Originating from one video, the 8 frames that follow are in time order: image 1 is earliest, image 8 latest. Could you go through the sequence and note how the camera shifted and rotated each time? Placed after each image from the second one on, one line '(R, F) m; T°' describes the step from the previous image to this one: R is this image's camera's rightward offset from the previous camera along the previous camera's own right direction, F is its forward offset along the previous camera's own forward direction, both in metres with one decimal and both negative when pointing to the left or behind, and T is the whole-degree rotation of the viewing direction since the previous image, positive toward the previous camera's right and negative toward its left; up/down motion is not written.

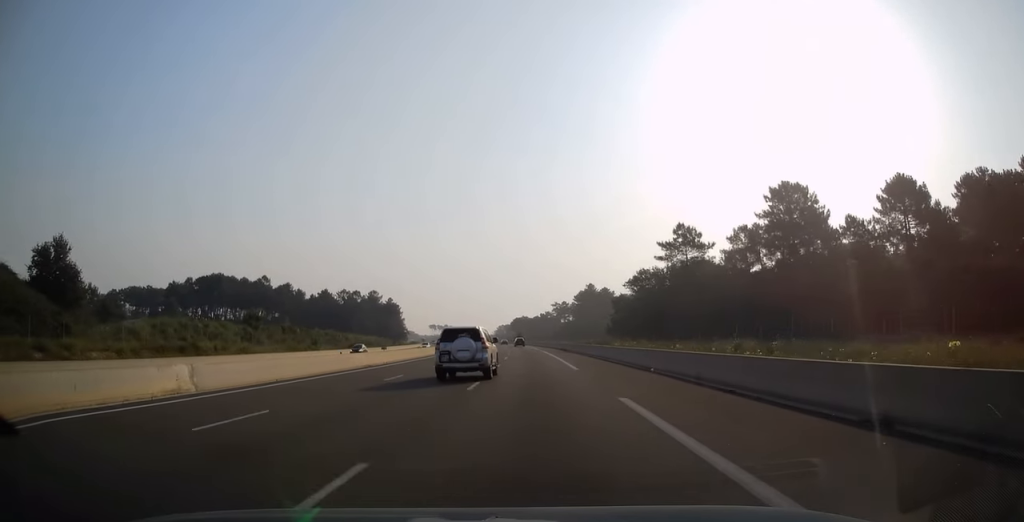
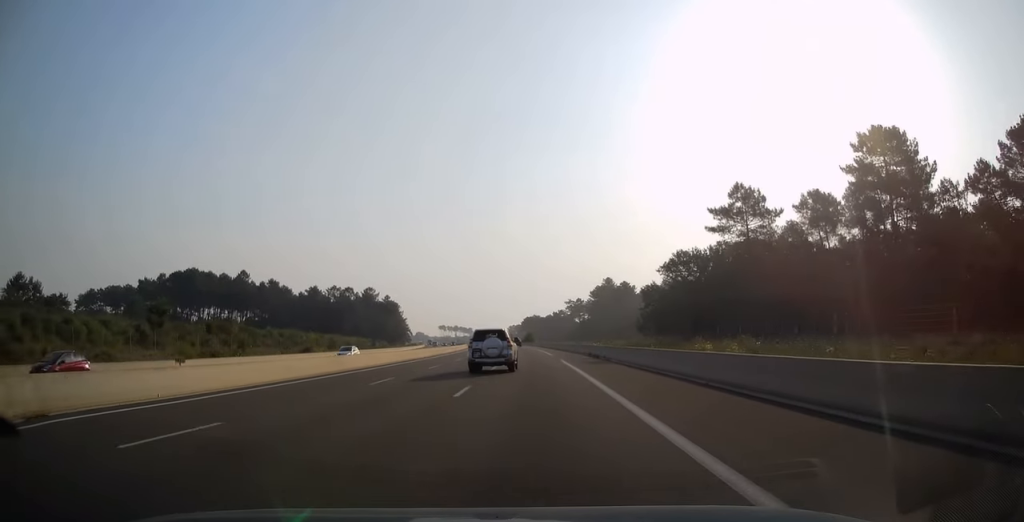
(-0.2, +28.1) m; -1°
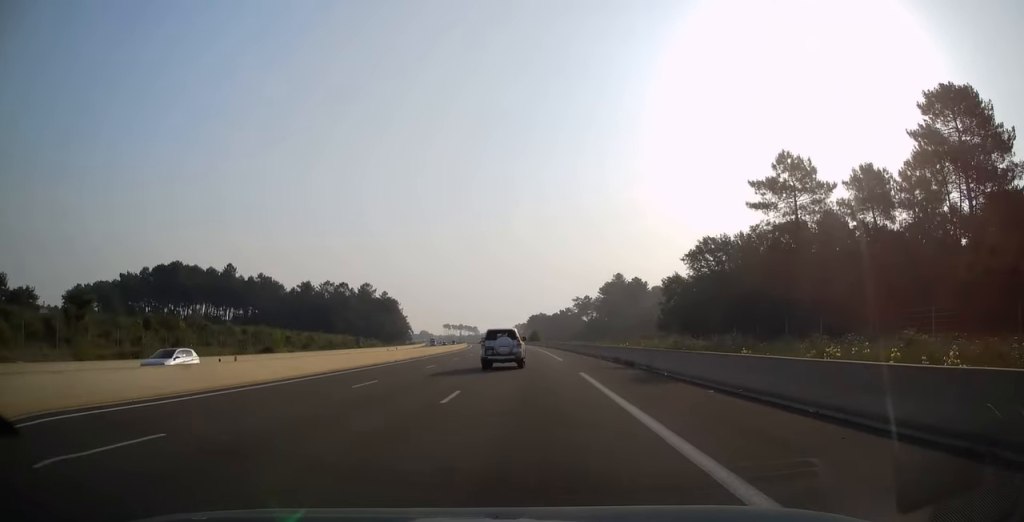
(-0.2, +14.8) m; -1°
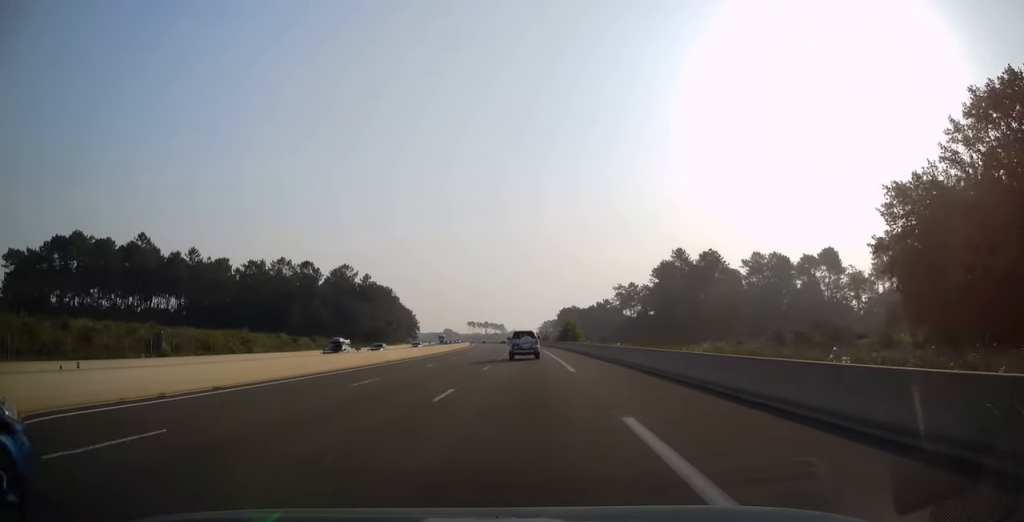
(-0.8, +65.0) m; -2°
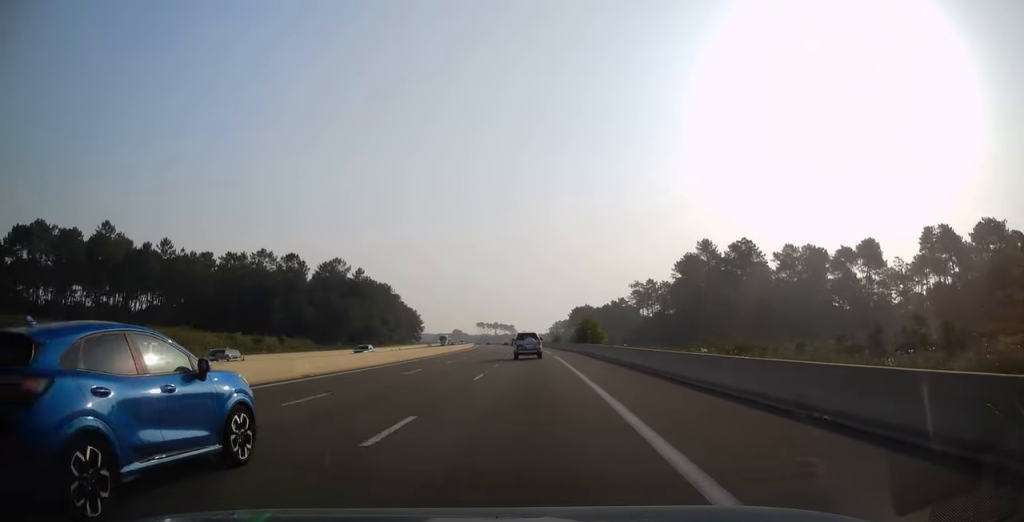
(-0.2, +18.7) m; -1°
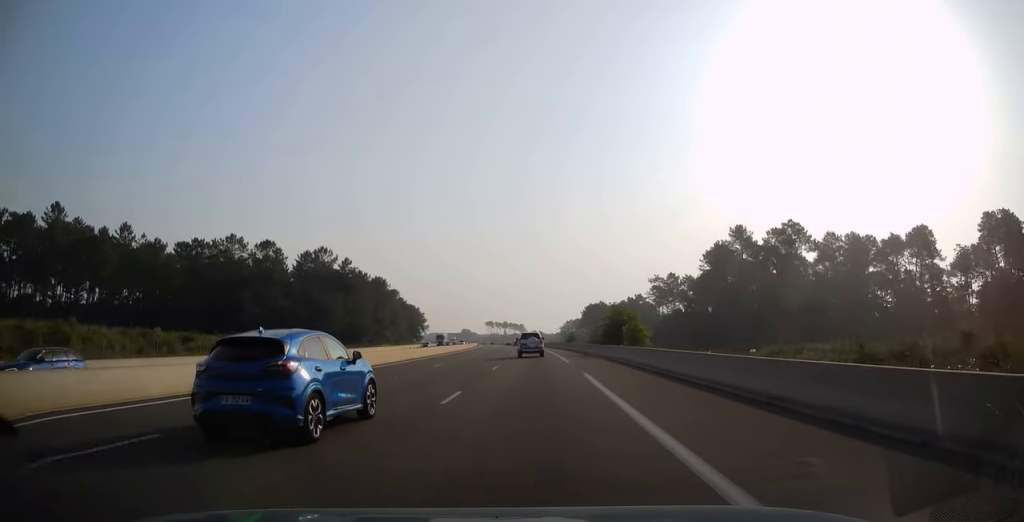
(-0.3, +21.2) m; -1°
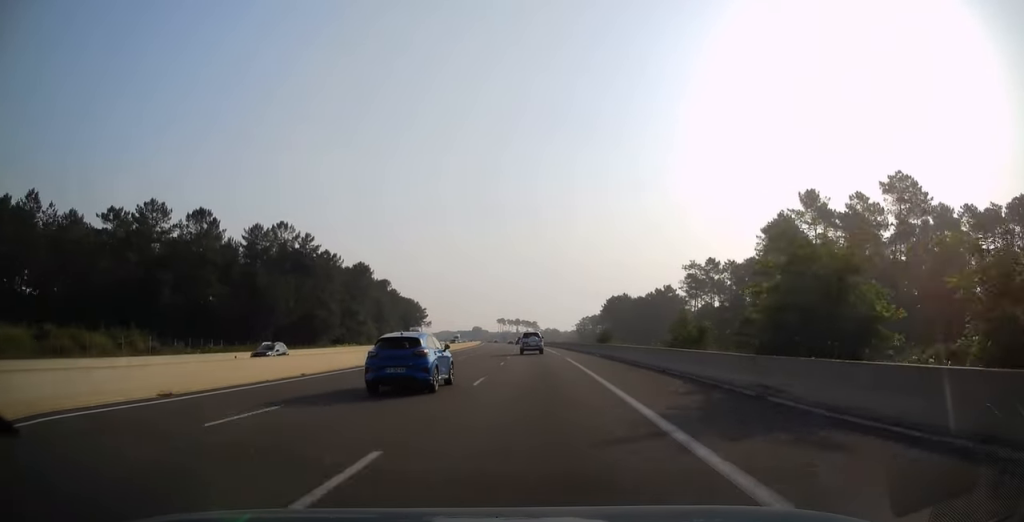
(-0.4, +35.0) m; -1°
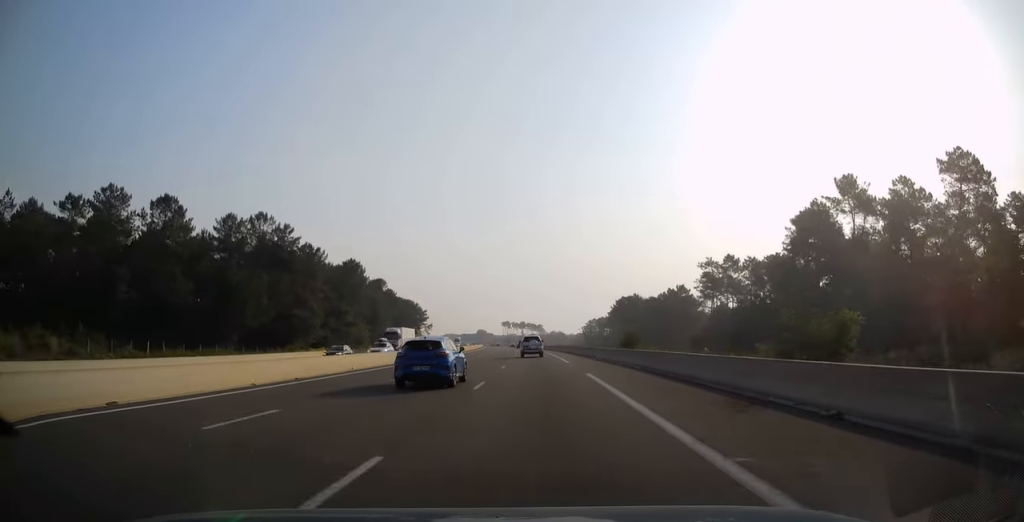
(0.0, +13.3) m; -1°
